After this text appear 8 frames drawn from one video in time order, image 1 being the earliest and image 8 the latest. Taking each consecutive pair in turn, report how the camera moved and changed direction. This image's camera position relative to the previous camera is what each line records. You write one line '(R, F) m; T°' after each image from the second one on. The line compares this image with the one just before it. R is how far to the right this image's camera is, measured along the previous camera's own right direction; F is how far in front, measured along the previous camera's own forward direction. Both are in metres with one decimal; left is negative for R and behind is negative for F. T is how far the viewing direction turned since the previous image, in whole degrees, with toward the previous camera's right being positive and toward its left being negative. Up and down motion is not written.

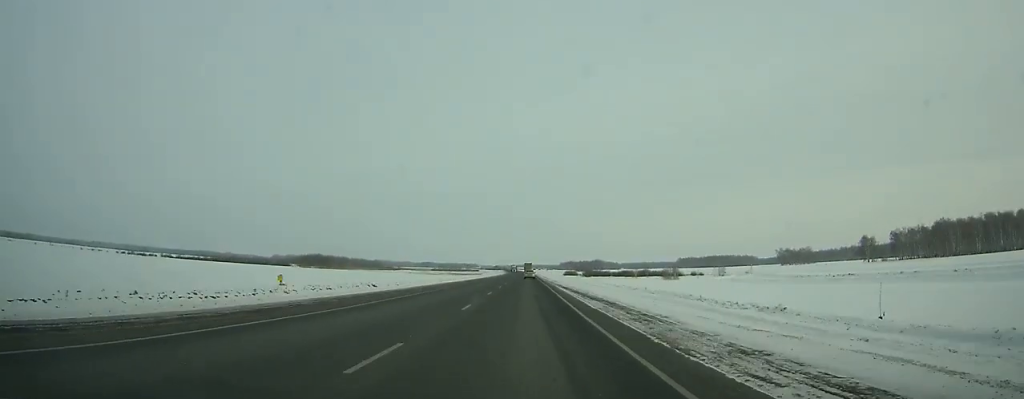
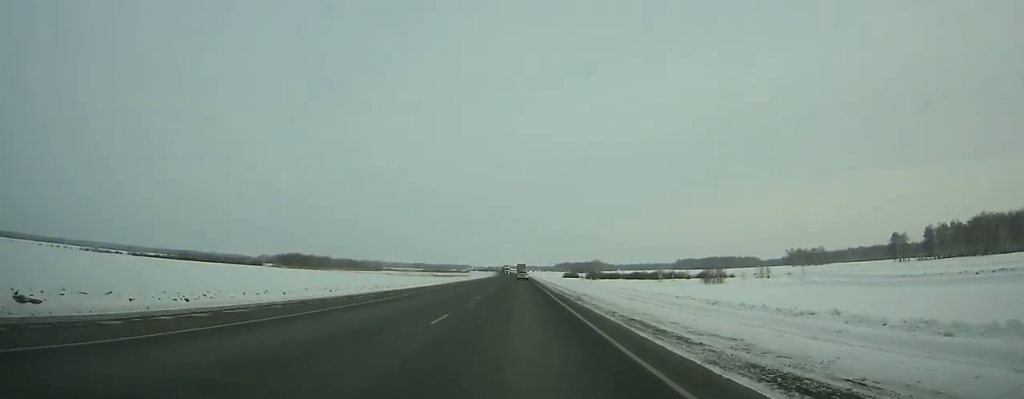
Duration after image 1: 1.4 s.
(0.0, +42.2) m; 0°
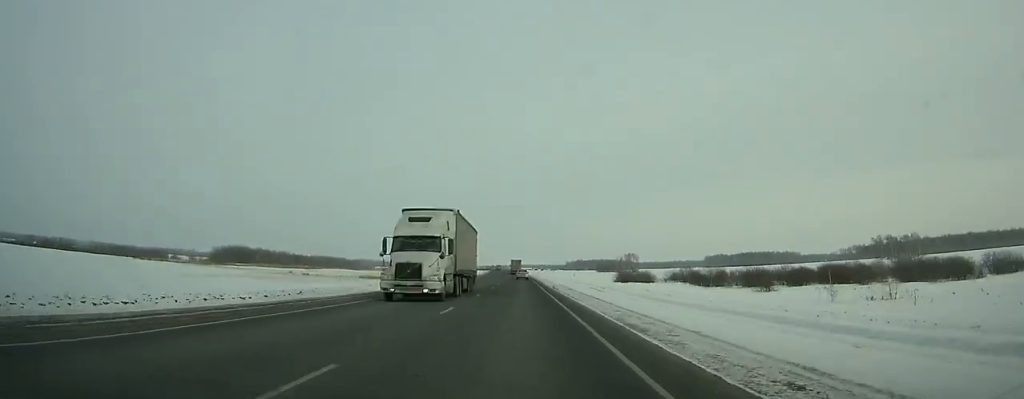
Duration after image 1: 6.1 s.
(-0.9, +141.0) m; -1°
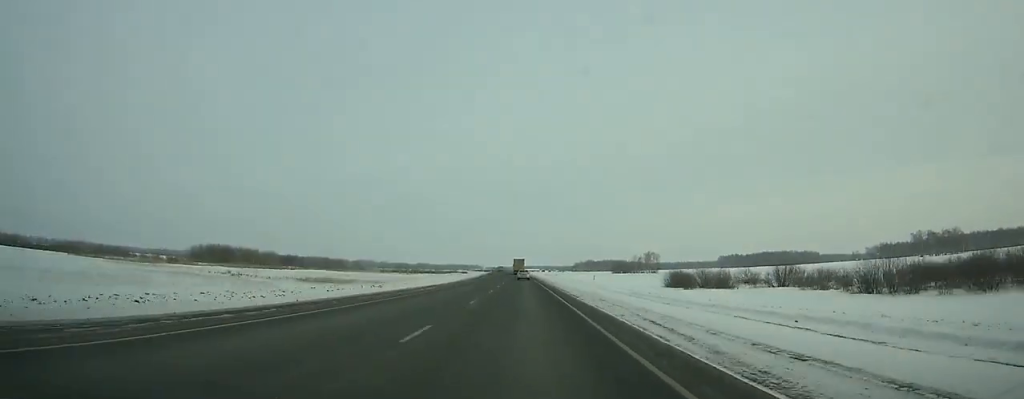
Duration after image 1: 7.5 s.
(-0.1, +41.8) m; 0°
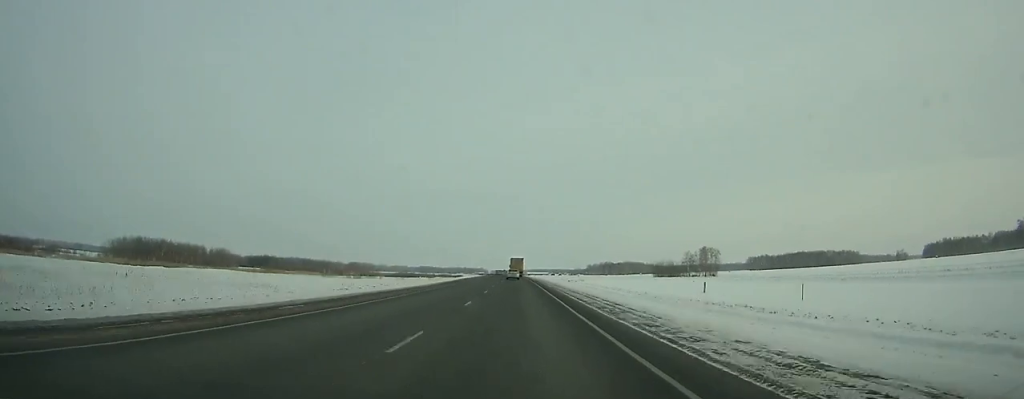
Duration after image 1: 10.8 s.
(-0.8, +98.6) m; -1°
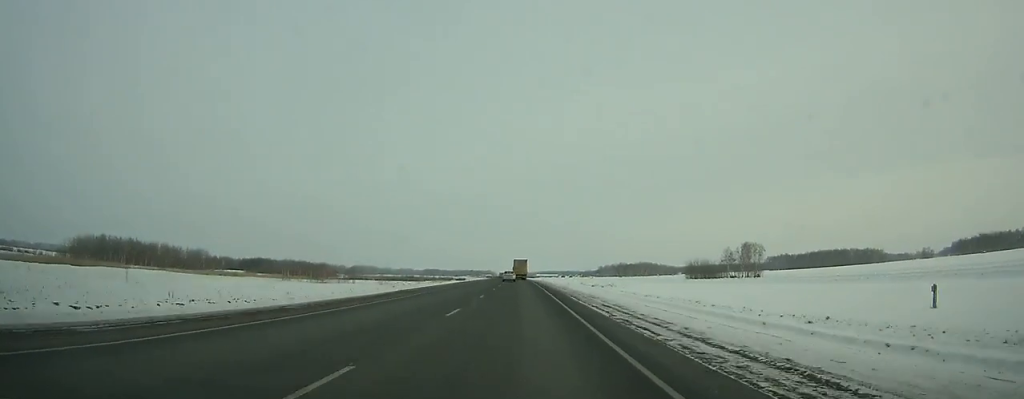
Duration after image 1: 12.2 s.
(-0.2, +42.1) m; -1°
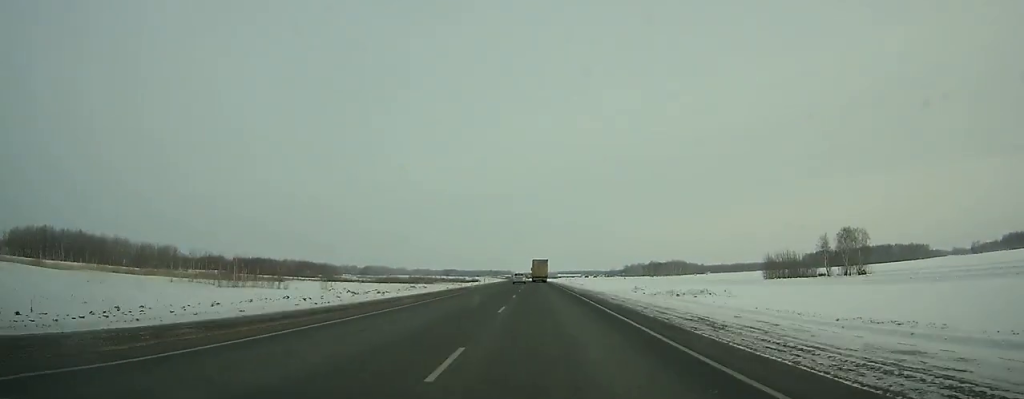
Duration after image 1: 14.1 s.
(-0.7, +58.0) m; -1°
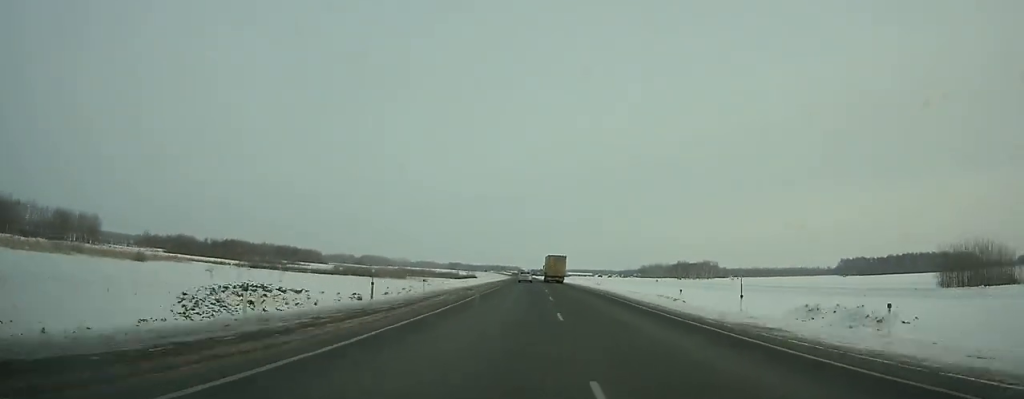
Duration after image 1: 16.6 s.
(-0.9, +77.7) m; -1°
